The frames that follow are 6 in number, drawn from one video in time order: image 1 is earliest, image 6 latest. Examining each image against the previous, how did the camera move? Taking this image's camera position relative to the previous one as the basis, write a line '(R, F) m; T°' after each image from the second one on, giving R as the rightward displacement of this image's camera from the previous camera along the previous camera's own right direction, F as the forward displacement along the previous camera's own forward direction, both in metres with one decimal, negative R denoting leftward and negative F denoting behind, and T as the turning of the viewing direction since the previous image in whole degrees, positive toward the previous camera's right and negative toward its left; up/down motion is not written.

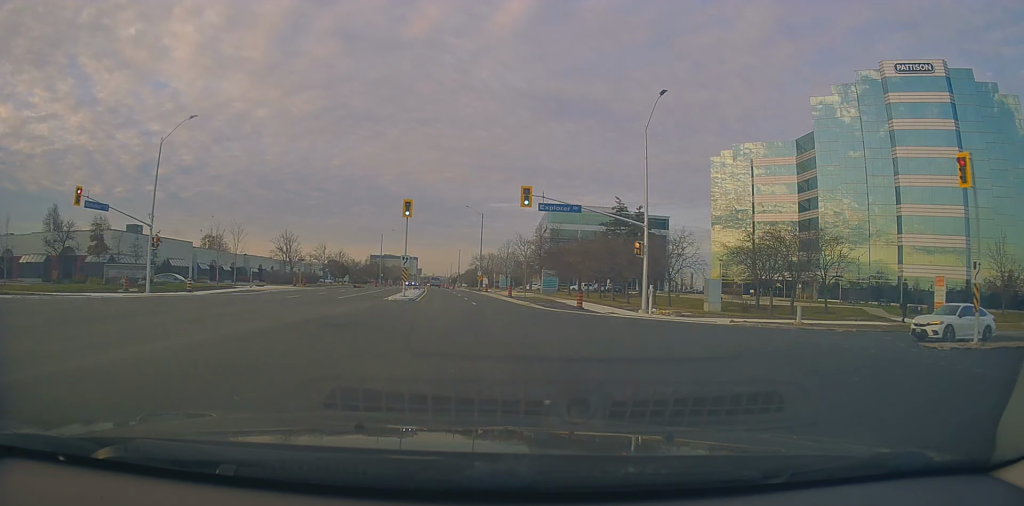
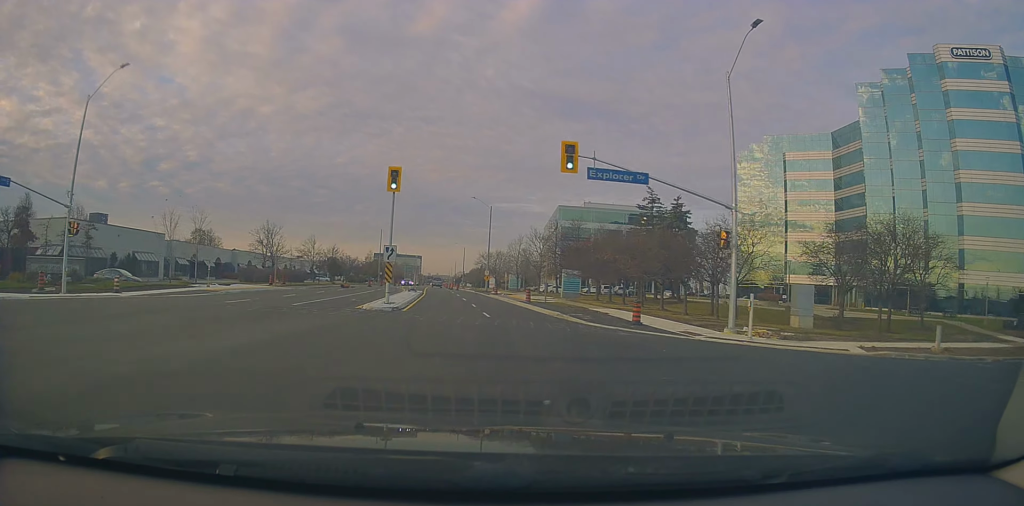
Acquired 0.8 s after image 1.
(0.0, +10.3) m; 0°
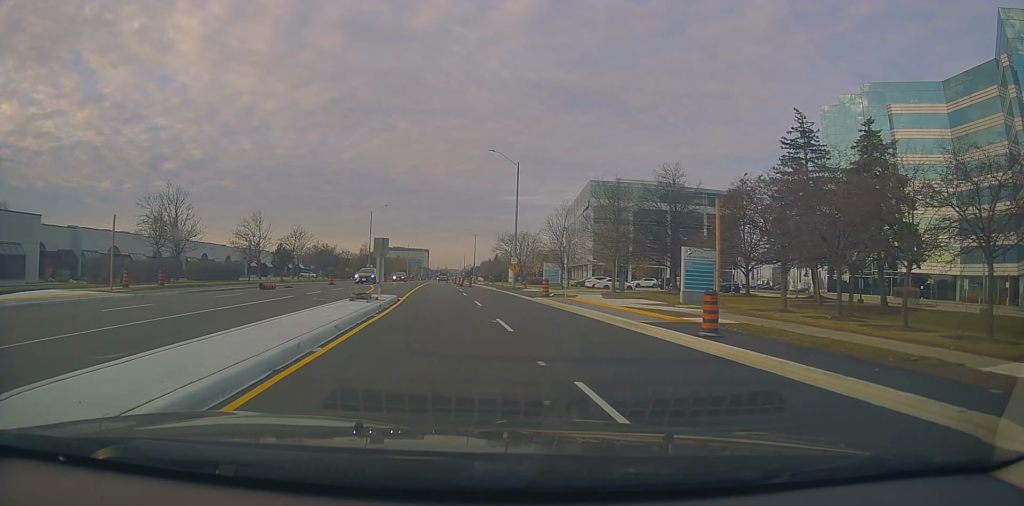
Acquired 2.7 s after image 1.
(+0.2, +28.4) m; +1°
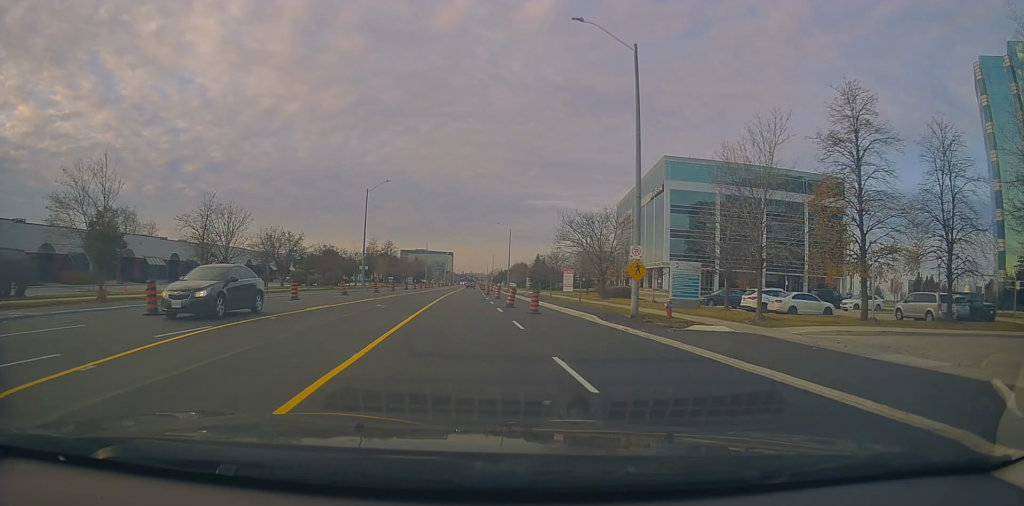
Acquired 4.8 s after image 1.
(-1.0, +33.0) m; -4°
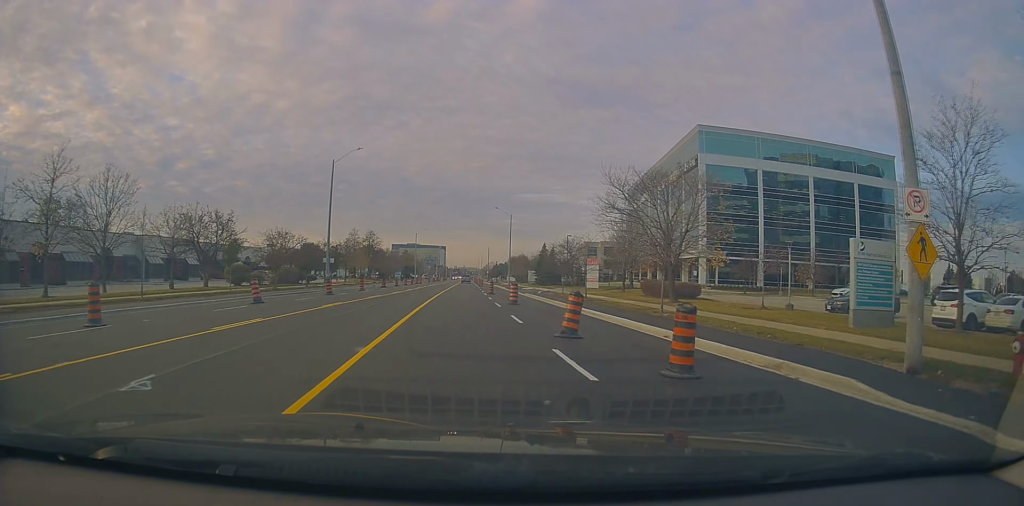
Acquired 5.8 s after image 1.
(0.0, +17.3) m; +1°
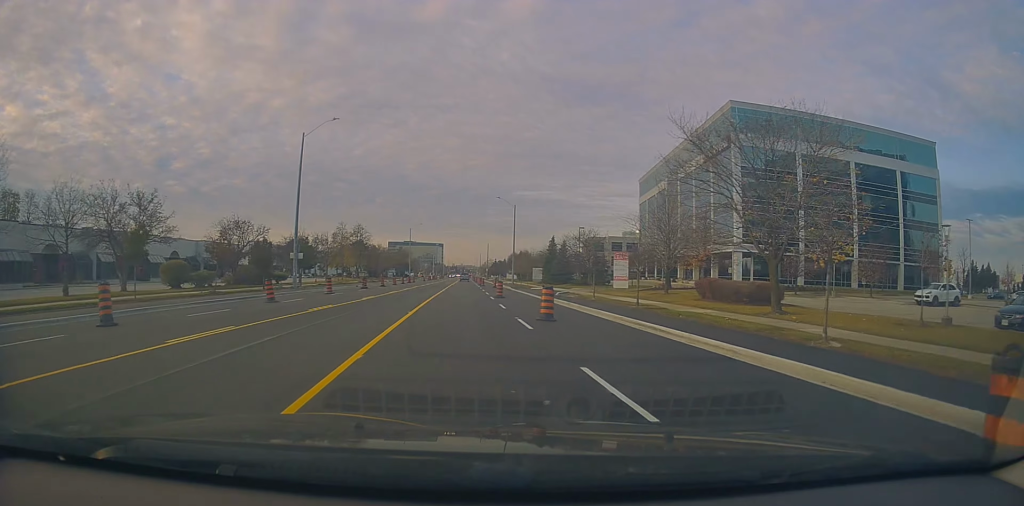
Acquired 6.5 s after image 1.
(+0.2, +11.3) m; +1°
